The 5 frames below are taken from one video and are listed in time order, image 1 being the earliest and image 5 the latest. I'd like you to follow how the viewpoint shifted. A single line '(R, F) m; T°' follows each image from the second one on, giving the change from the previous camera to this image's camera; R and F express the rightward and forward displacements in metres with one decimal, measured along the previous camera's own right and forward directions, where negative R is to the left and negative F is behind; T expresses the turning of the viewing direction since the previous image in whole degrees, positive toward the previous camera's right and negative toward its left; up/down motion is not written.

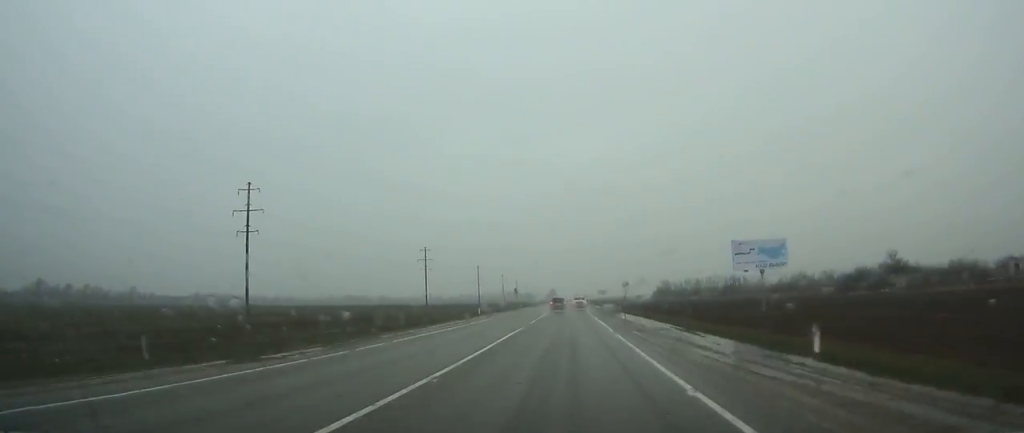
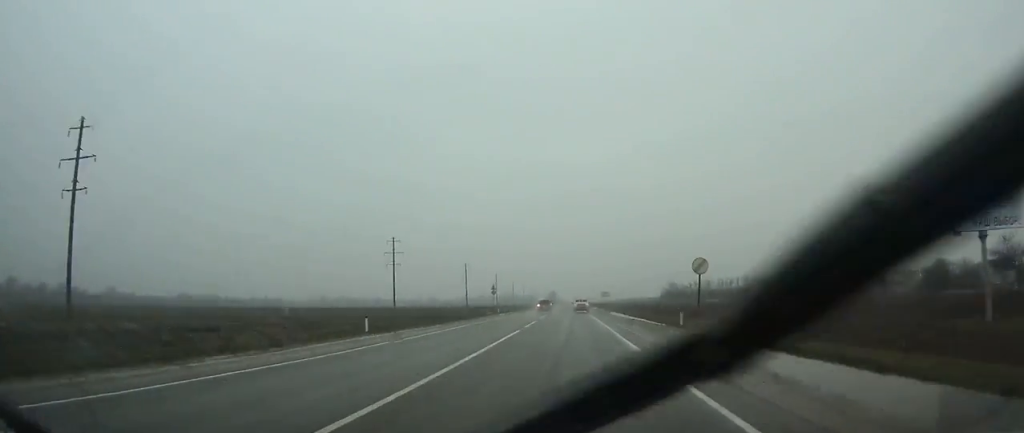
(0.0, +34.1) m; 0°
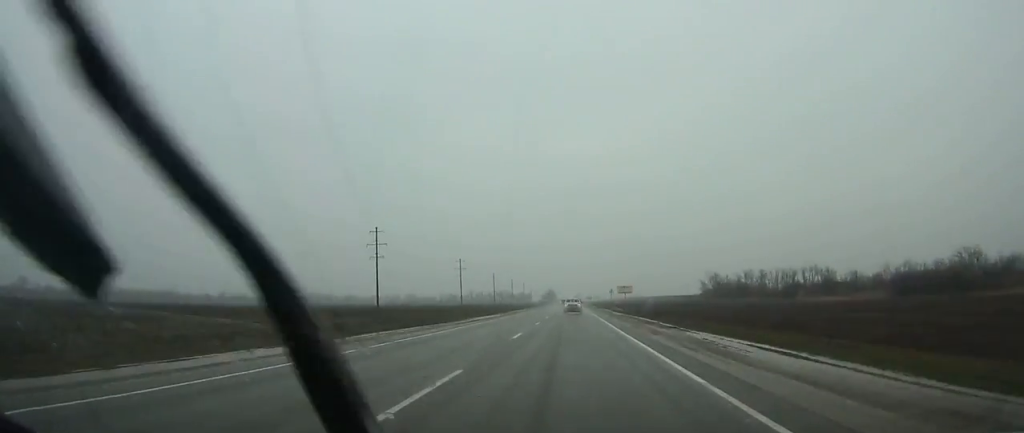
(-0.1, +121.6) m; 0°
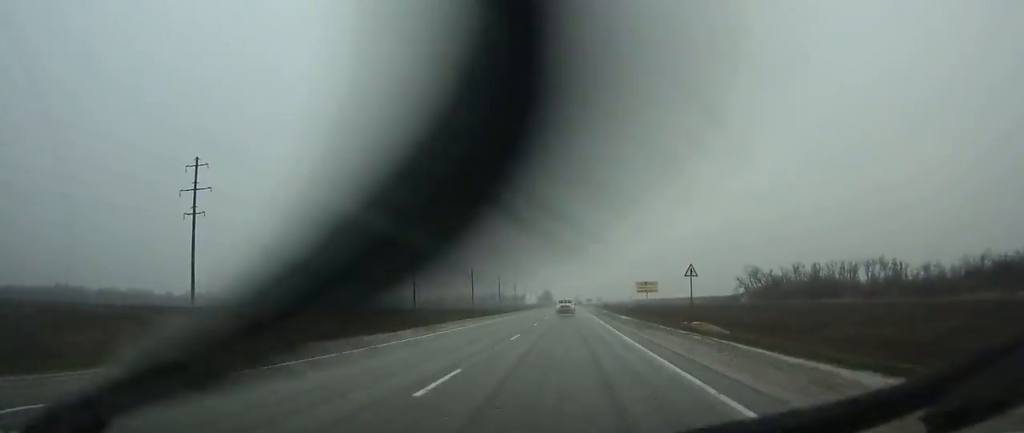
(+0.2, +71.7) m; 0°
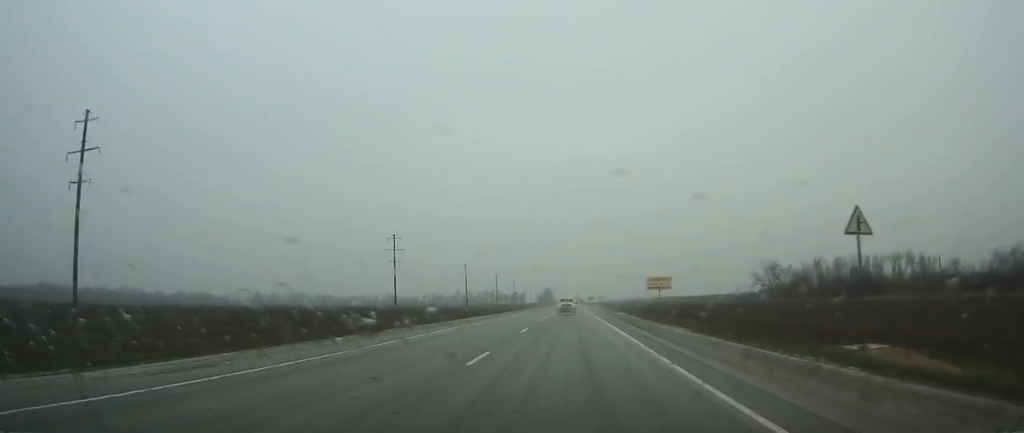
(0.0, +20.6) m; 0°
